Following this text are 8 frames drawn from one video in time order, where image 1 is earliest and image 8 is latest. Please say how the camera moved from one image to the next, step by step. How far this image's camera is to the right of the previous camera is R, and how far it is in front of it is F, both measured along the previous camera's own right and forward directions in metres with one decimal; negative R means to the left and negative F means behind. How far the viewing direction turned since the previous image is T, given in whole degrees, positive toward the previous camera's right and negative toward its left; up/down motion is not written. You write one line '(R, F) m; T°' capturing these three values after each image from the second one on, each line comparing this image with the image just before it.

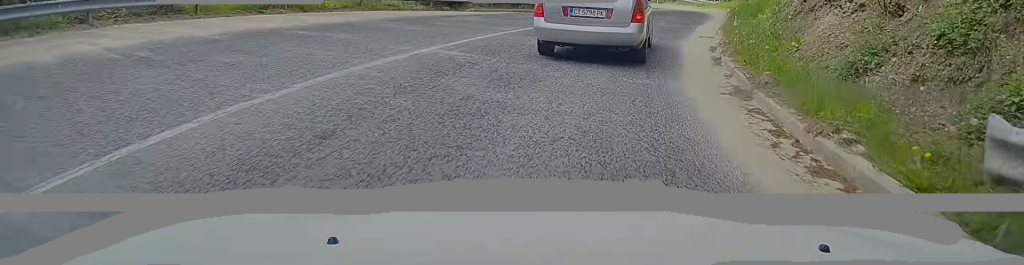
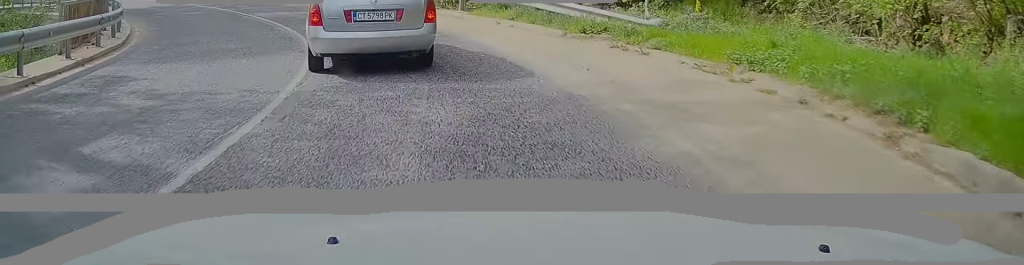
(+8.5, +34.3) m; +8°
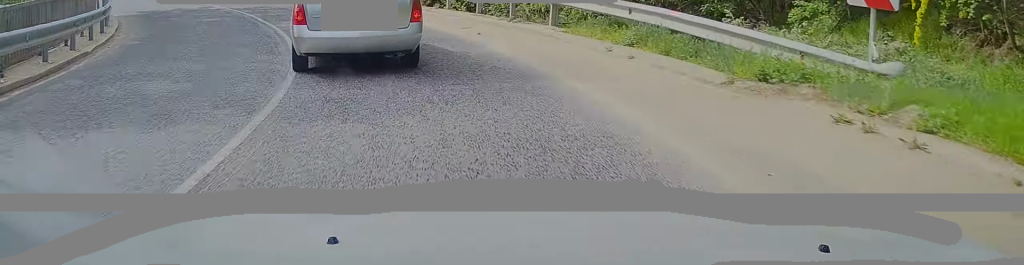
(-0.4, +5.7) m; -6°
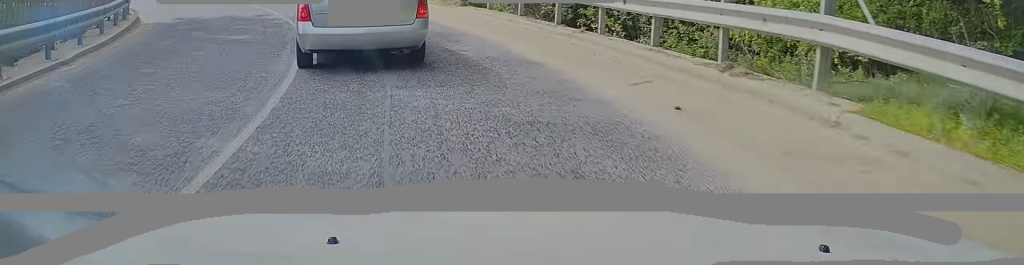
(-0.5, +7.2) m; -10°
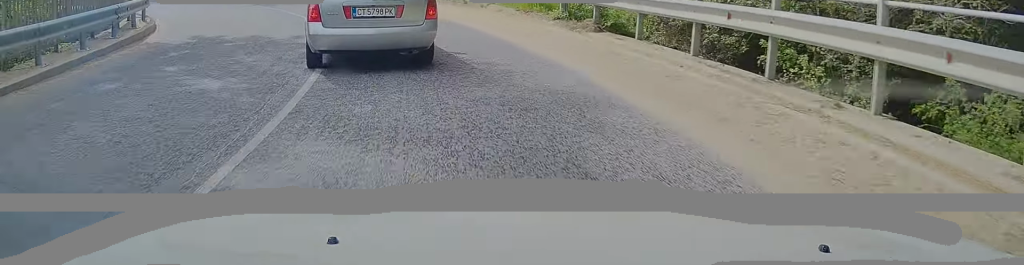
(-0.2, +6.0) m; -10°
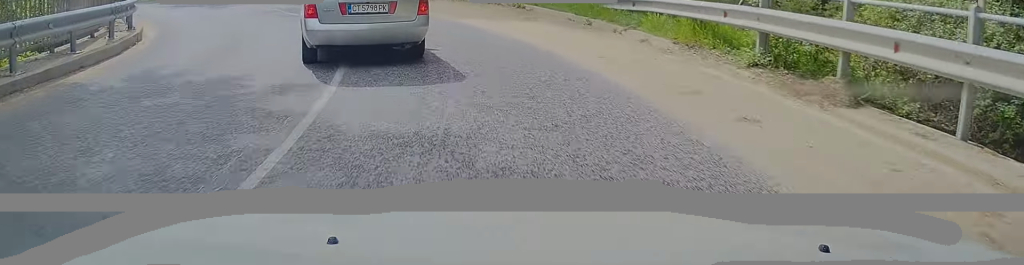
(-0.8, +6.1) m; -12°
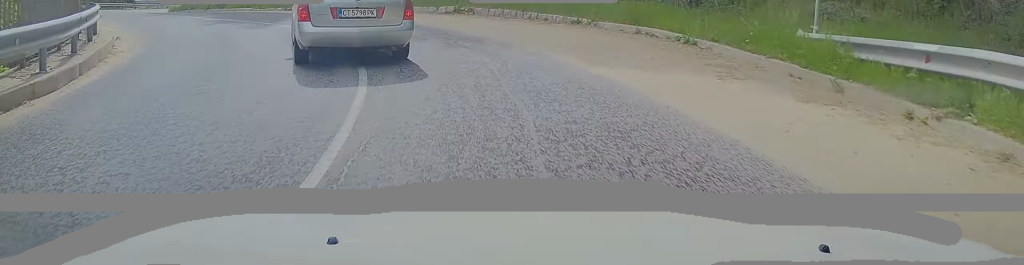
(-0.8, +6.4) m; -11°
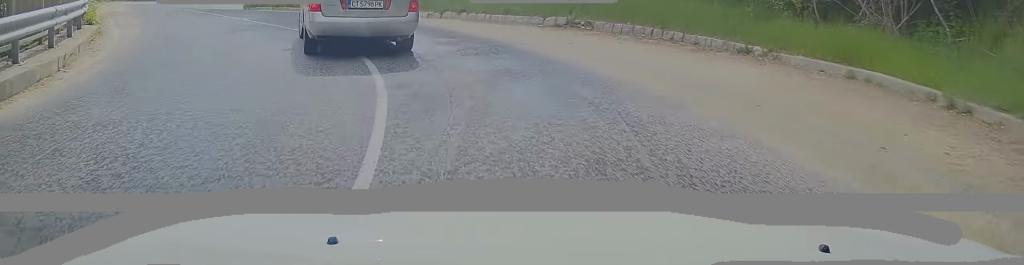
(-0.1, +5.0) m; -8°
